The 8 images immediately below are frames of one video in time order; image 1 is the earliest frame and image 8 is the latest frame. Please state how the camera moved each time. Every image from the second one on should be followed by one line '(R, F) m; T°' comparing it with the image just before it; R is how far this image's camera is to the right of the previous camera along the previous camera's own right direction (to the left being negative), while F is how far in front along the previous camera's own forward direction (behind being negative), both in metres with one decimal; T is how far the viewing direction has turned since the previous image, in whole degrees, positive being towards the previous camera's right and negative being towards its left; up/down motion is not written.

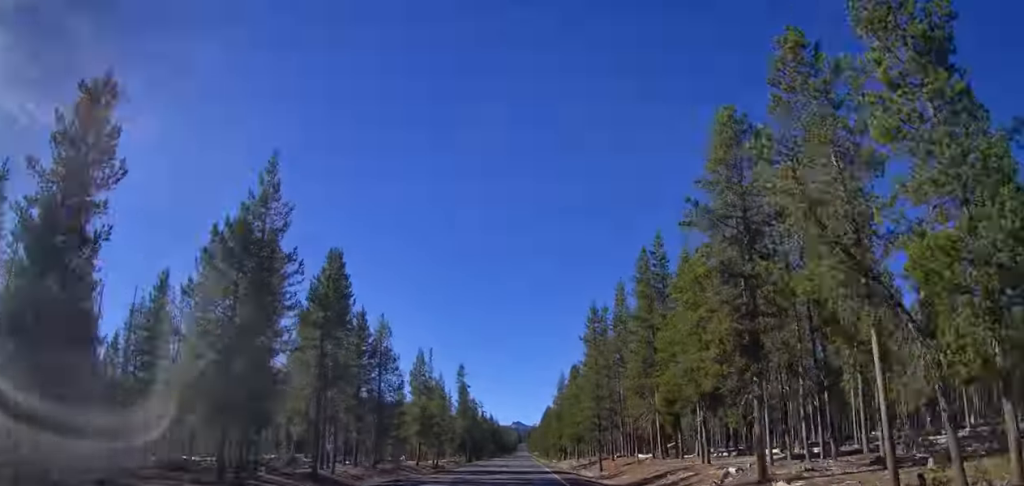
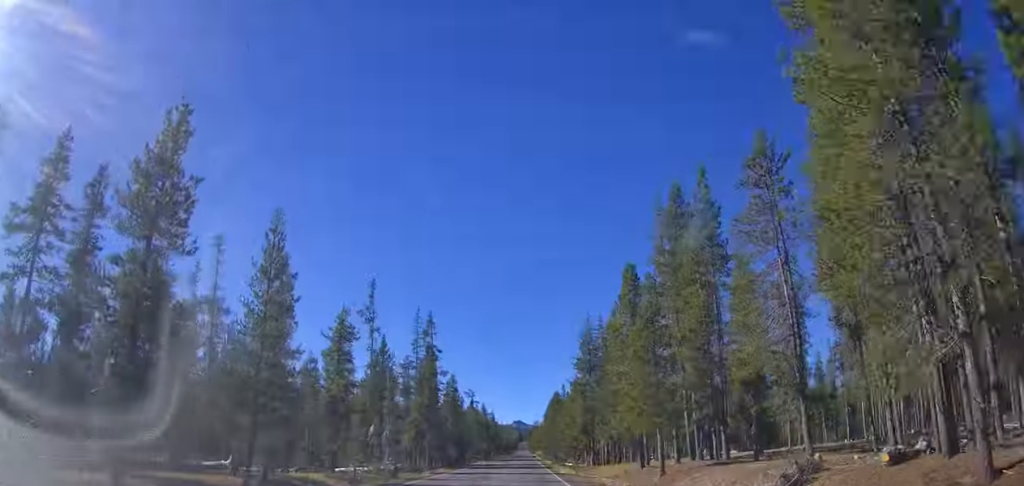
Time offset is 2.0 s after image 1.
(-0.1, +40.4) m; -1°
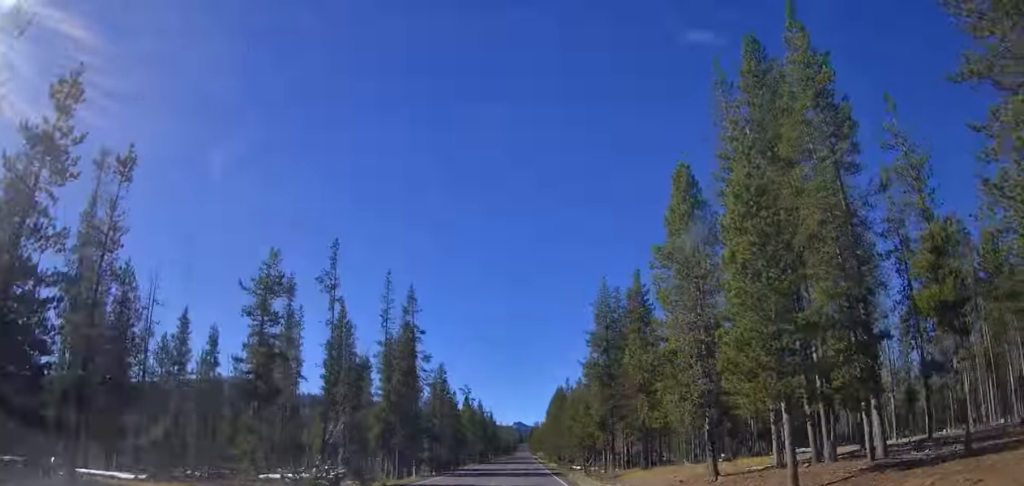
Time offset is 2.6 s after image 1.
(+0.1, +13.0) m; 0°
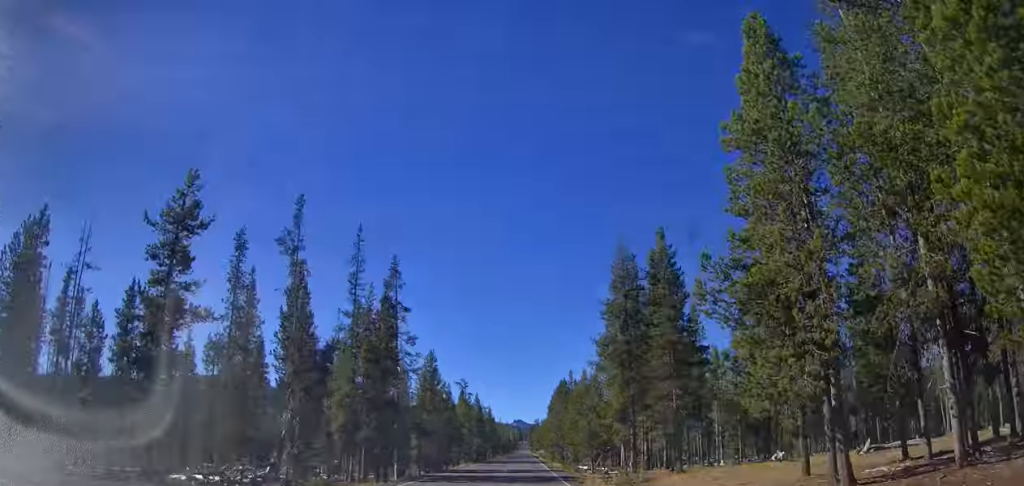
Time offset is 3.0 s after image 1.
(-0.1, +8.9) m; 0°
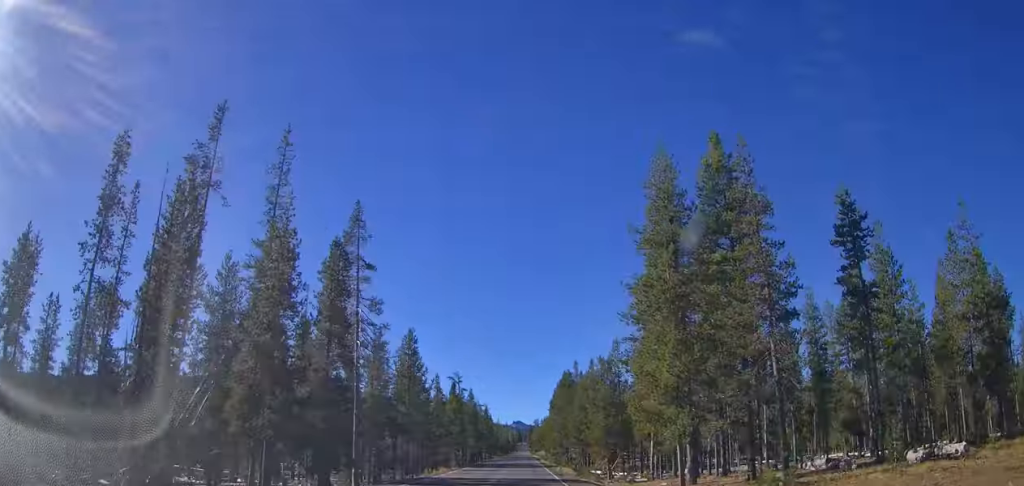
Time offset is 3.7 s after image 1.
(-0.3, +13.0) m; 0°
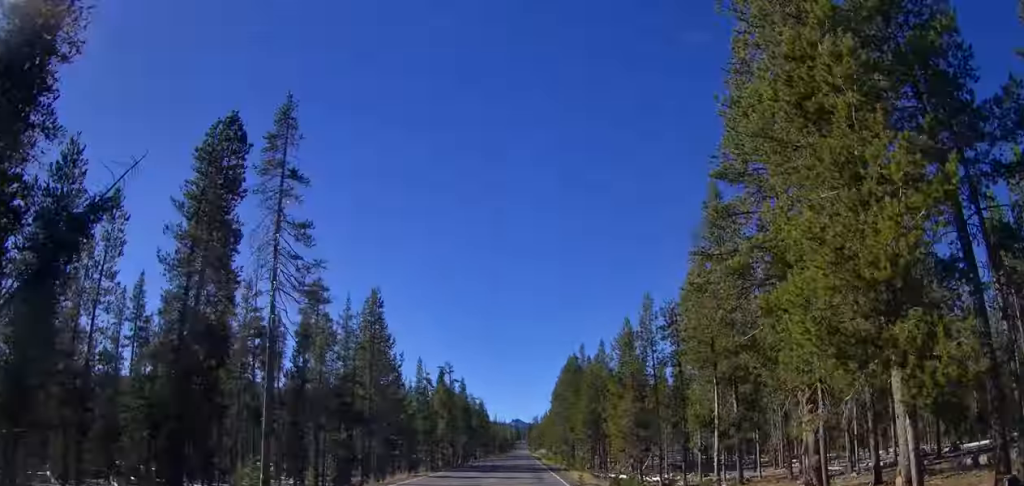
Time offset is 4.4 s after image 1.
(+0.4, +14.5) m; 0°
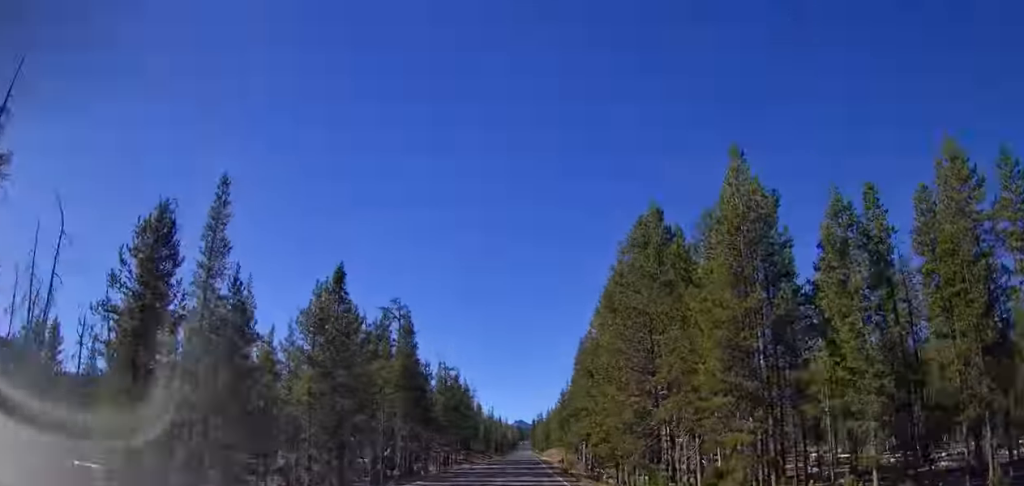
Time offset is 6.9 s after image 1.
(-0.7, +53.3) m; -1°
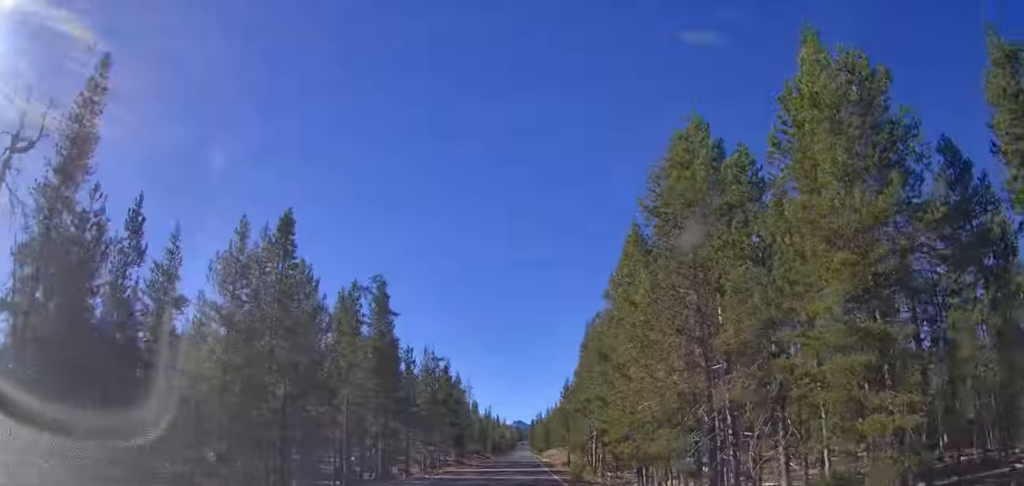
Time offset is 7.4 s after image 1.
(-0.1, +9.8) m; 0°
